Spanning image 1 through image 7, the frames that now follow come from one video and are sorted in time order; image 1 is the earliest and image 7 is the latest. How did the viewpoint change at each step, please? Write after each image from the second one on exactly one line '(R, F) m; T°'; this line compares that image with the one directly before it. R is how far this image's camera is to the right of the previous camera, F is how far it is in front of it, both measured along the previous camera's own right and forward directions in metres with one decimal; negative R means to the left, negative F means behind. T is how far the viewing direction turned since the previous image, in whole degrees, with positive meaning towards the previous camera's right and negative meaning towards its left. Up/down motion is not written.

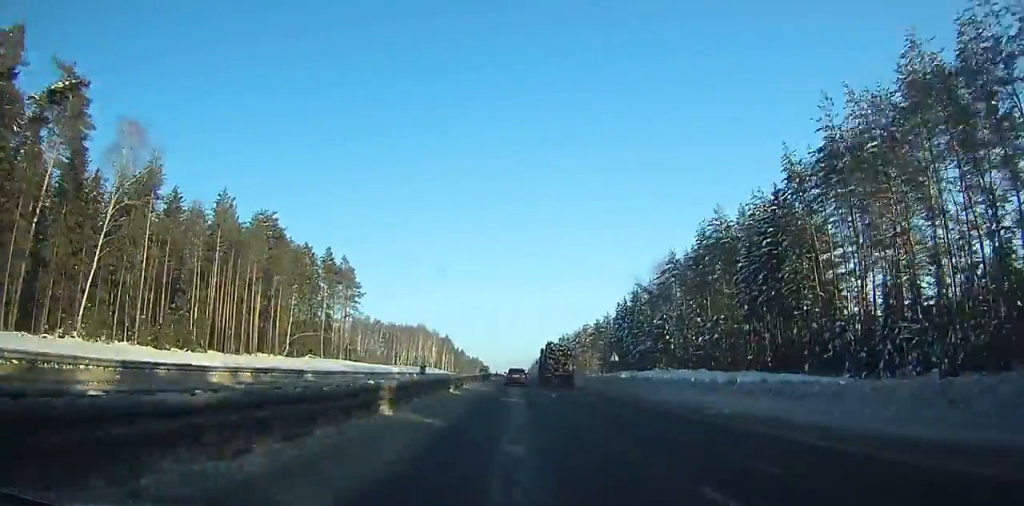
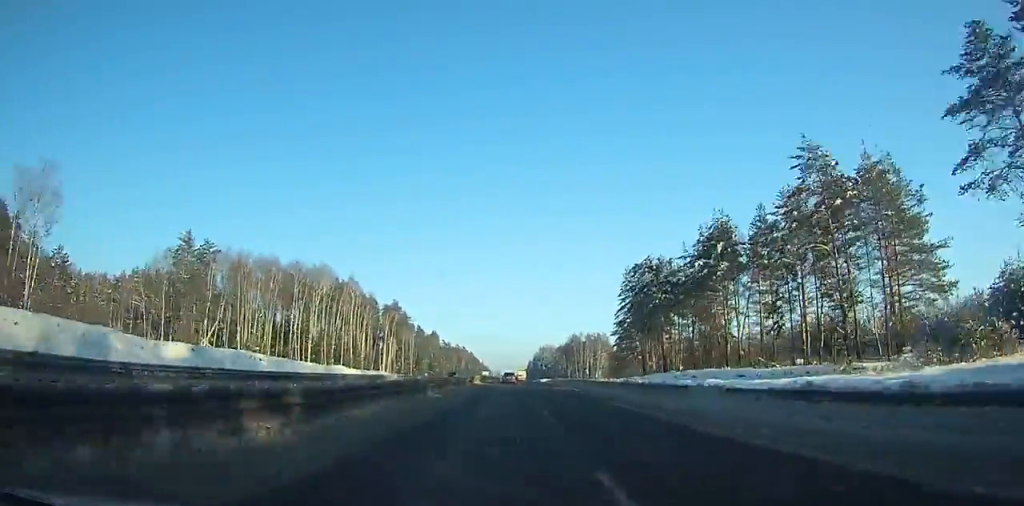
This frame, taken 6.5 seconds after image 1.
(-0.8, +145.1) m; -1°
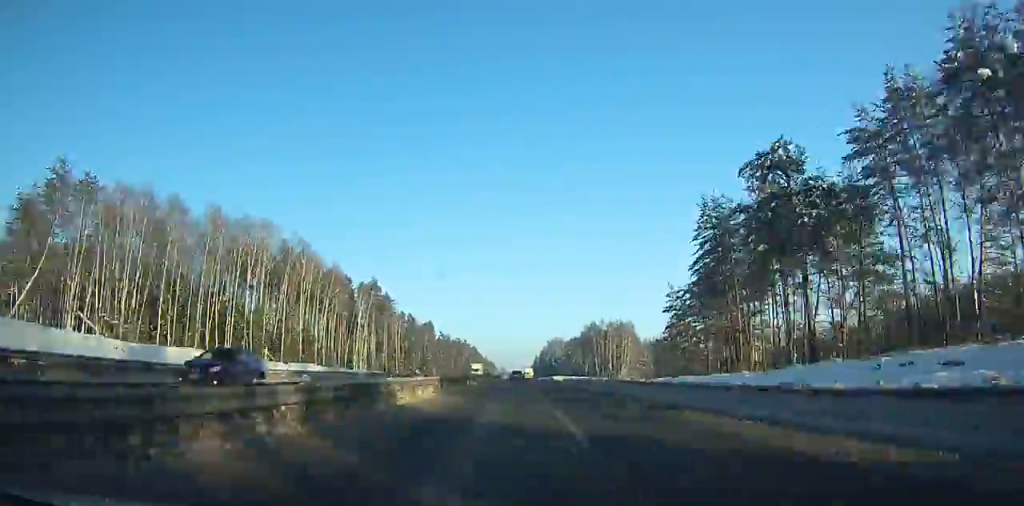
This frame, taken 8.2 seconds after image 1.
(0.0, +40.9) m; 0°
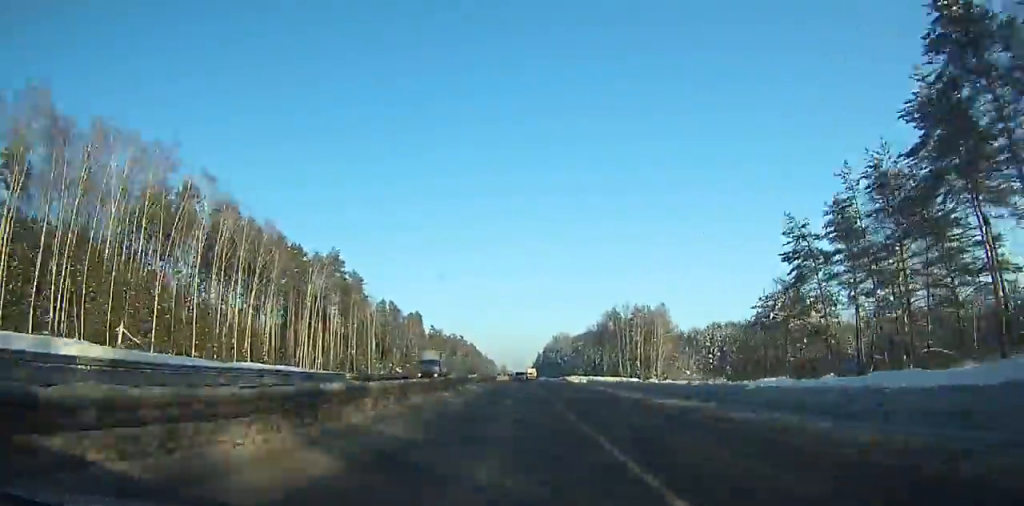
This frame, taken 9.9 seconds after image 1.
(-0.2, +42.3) m; 0°
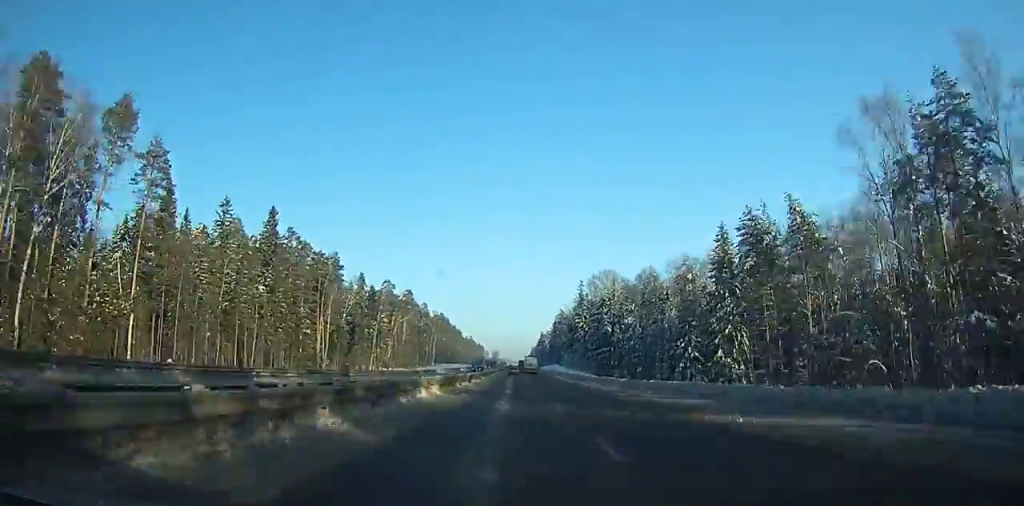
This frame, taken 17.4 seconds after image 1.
(+1.2, +196.3) m; 0°
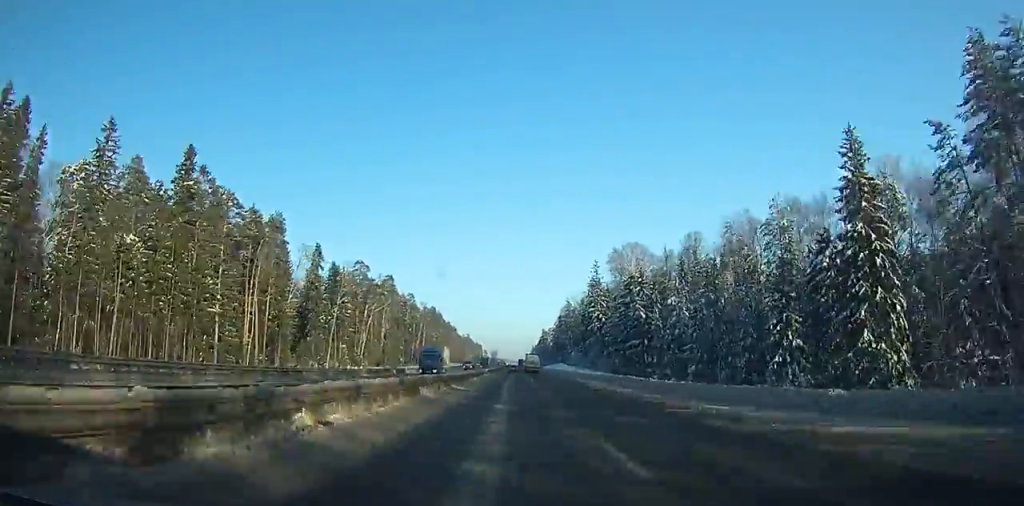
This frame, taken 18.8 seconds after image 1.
(-0.2, +38.1) m; 0°
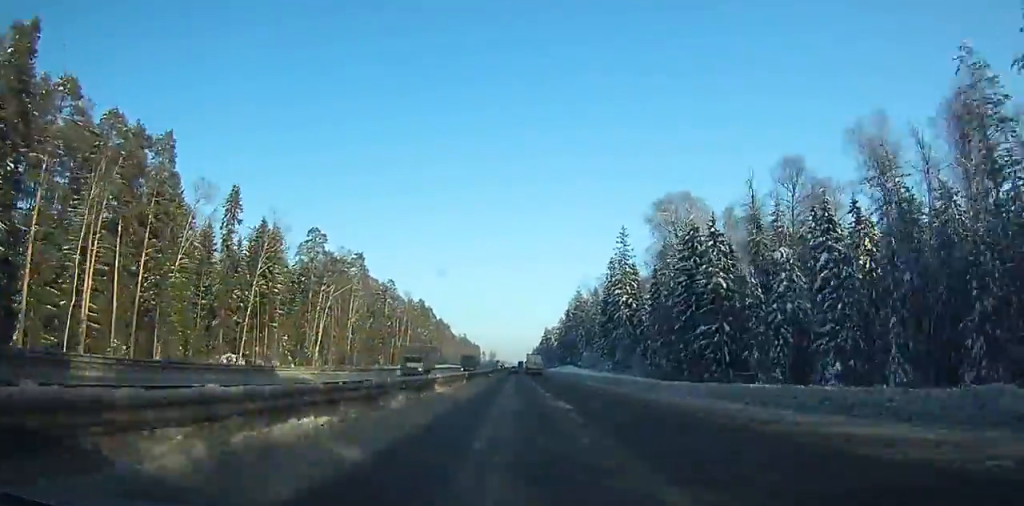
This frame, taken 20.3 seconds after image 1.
(0.0, +41.0) m; 0°
